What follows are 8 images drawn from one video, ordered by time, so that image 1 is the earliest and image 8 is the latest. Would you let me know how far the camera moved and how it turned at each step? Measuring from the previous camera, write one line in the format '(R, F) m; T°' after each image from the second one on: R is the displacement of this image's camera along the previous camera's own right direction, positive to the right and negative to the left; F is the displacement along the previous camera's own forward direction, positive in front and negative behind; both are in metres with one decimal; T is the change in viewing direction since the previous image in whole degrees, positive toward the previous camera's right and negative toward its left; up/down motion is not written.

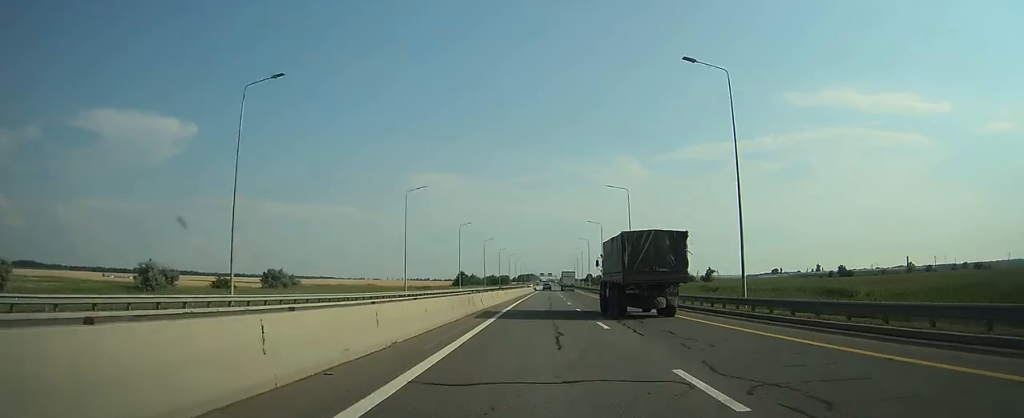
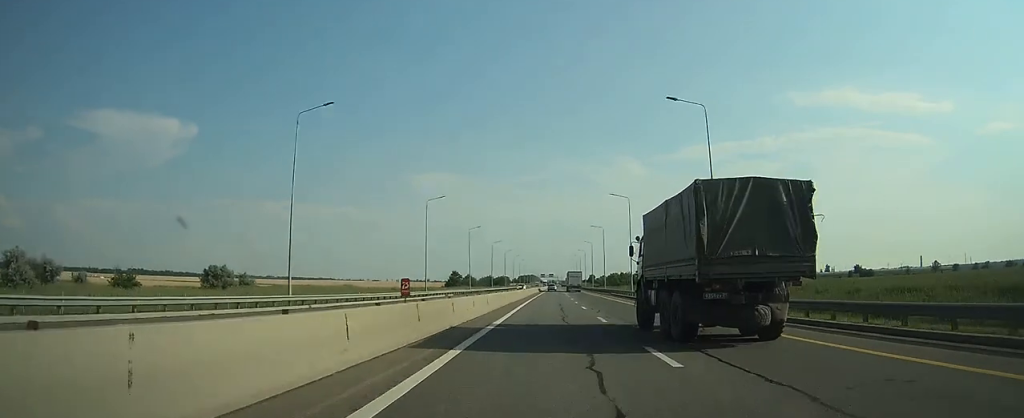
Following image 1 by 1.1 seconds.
(+0.1, +32.5) m; 0°
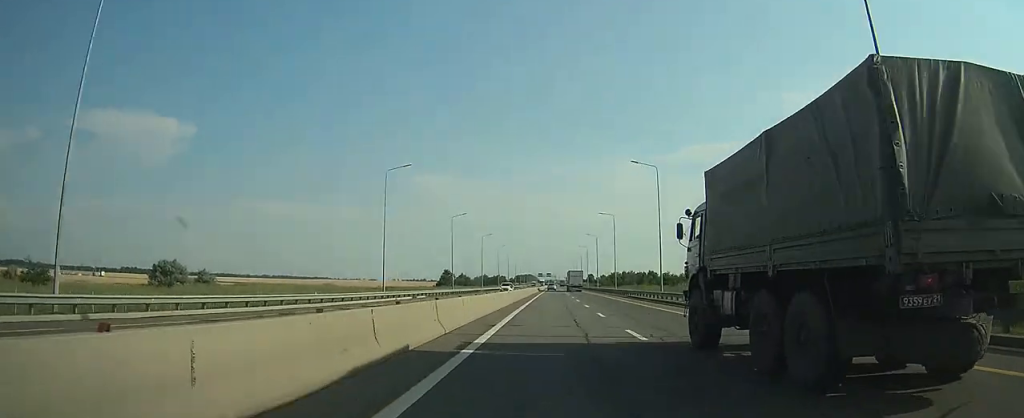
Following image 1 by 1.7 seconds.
(0.0, +19.4) m; 0°
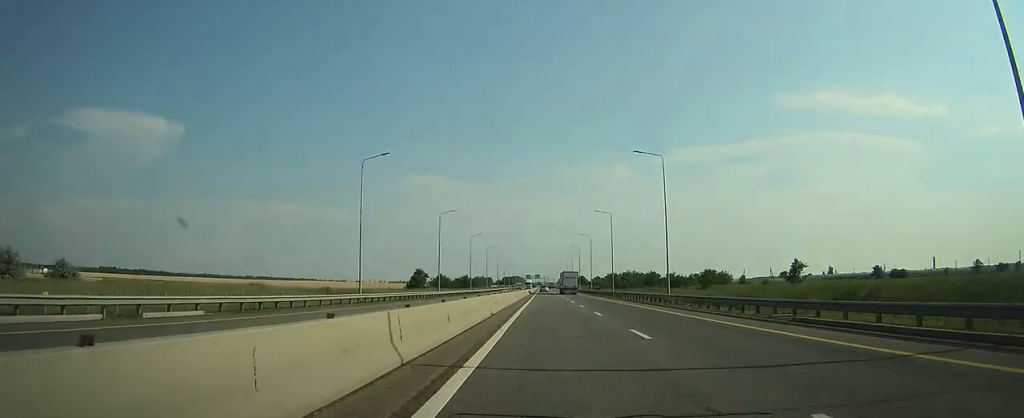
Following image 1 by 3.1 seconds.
(+0.1, +44.2) m; +1°
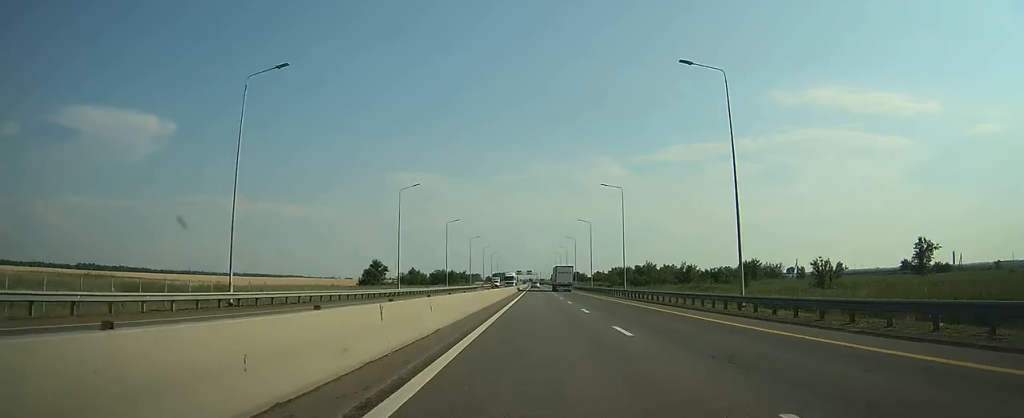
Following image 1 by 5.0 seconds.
(+0.5, +59.0) m; +1°
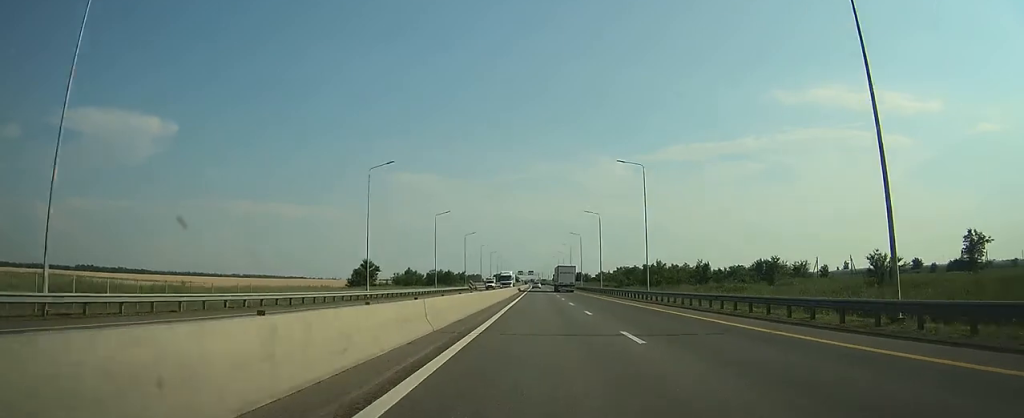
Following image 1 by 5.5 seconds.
(0.0, +13.4) m; 0°
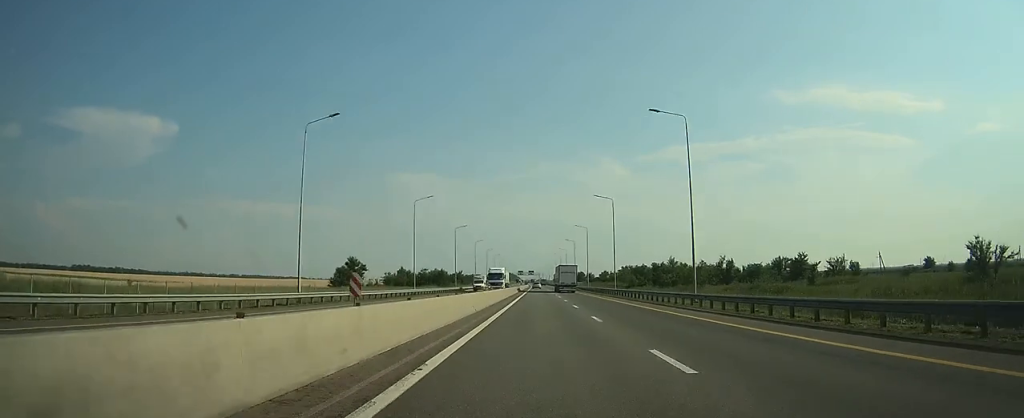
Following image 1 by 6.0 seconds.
(0.0, +16.4) m; 0°
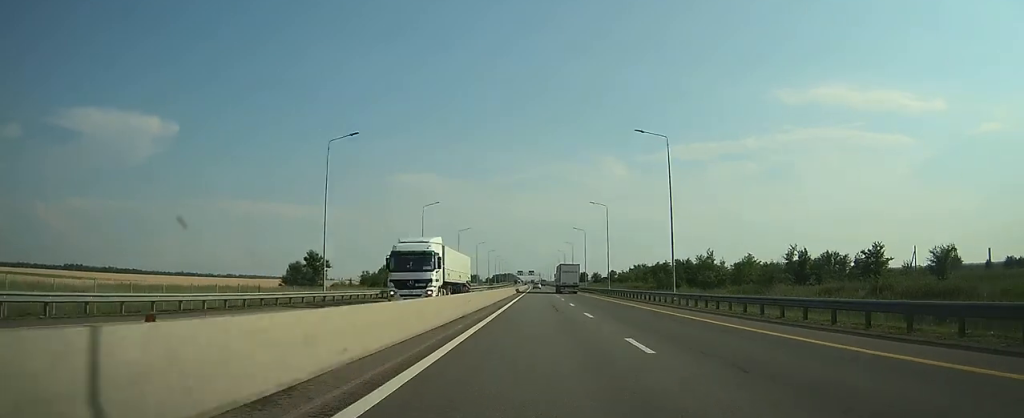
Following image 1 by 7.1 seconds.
(0.0, +33.6) m; 0°
